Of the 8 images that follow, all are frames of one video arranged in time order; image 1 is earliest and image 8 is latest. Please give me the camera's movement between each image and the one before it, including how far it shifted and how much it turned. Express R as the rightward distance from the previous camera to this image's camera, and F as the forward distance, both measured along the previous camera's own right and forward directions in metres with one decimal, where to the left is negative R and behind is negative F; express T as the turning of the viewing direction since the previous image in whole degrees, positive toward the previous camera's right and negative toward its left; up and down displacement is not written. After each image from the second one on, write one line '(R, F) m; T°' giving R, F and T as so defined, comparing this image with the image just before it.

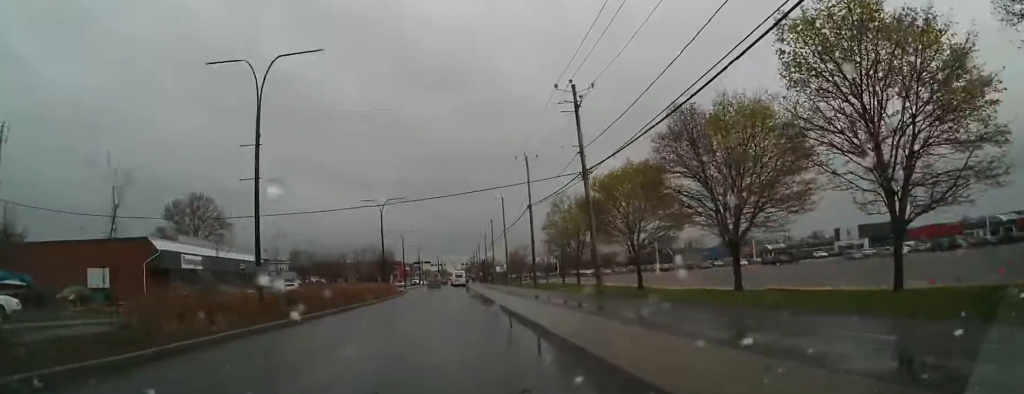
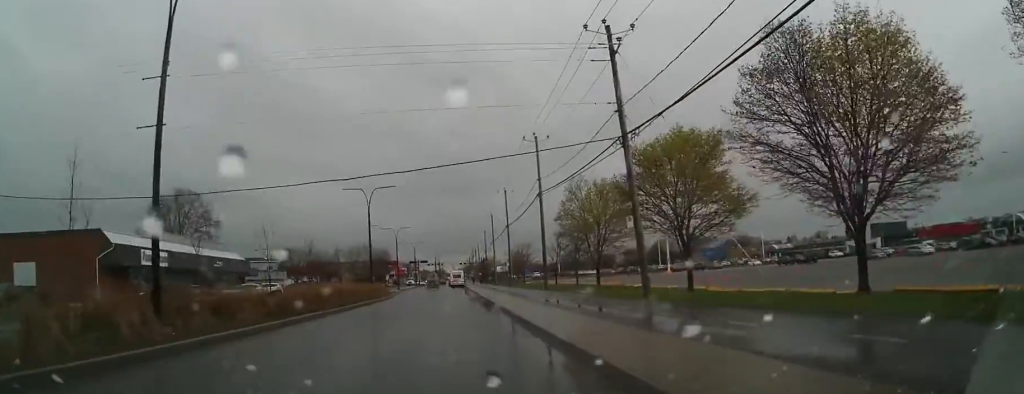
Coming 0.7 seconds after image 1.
(0.0, +8.0) m; -1°
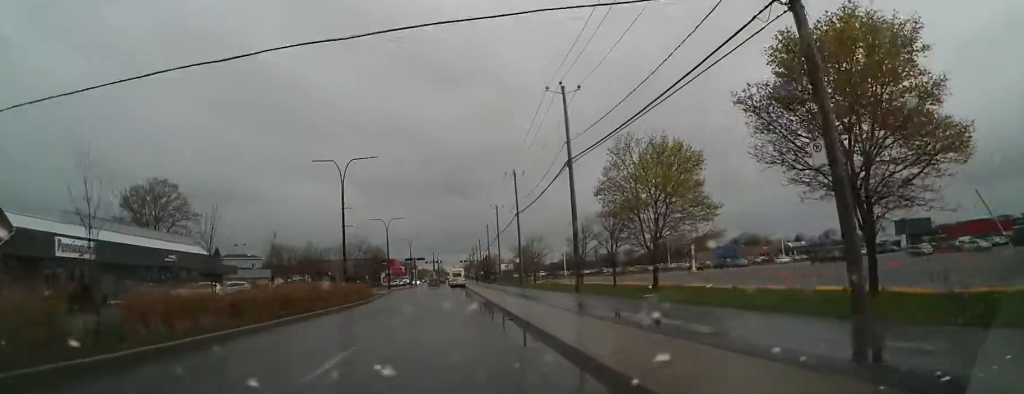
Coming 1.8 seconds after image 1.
(-0.3, +13.4) m; -1°
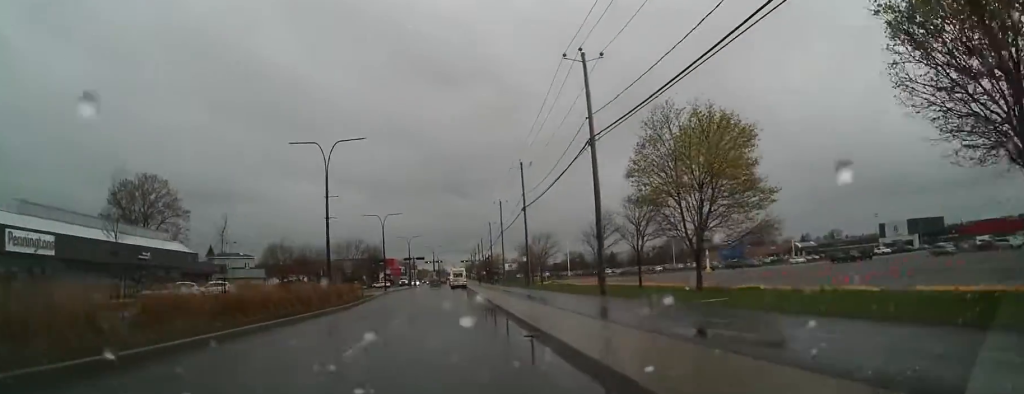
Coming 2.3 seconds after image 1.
(-0.2, +6.1) m; 0°
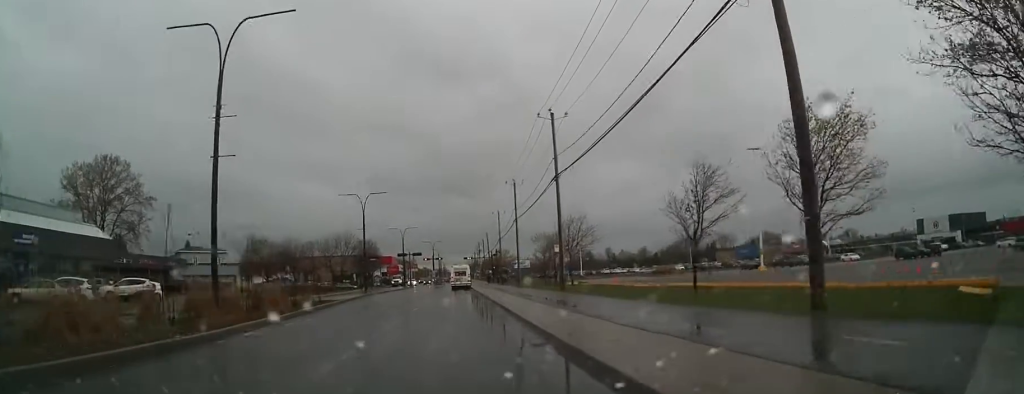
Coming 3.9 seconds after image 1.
(+0.2, +19.1) m; -1°
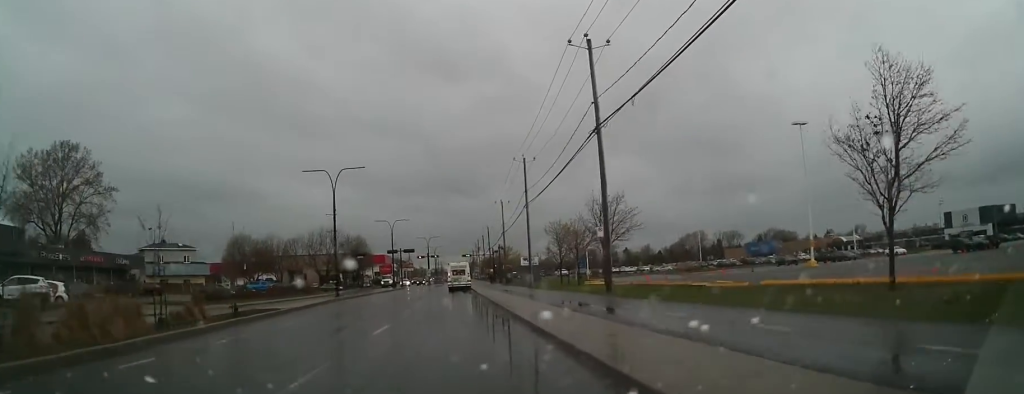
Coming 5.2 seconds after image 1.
(0.0, +14.1) m; 0°
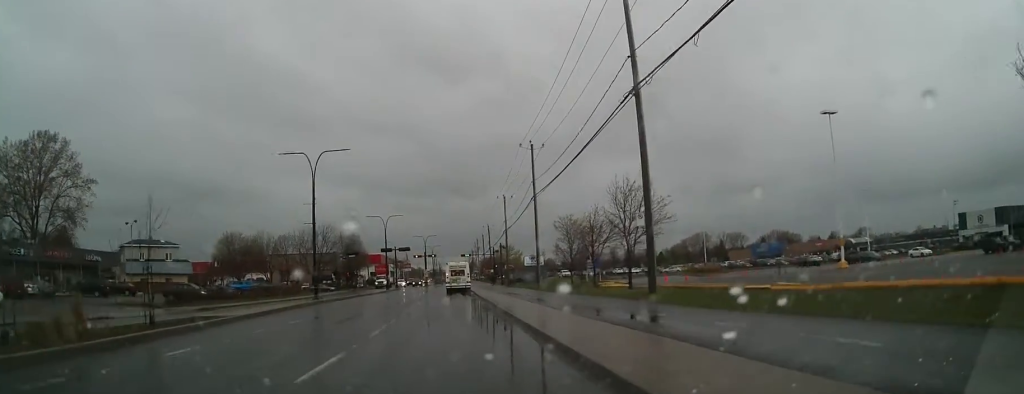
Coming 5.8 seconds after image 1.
(0.0, +6.7) m; +1°
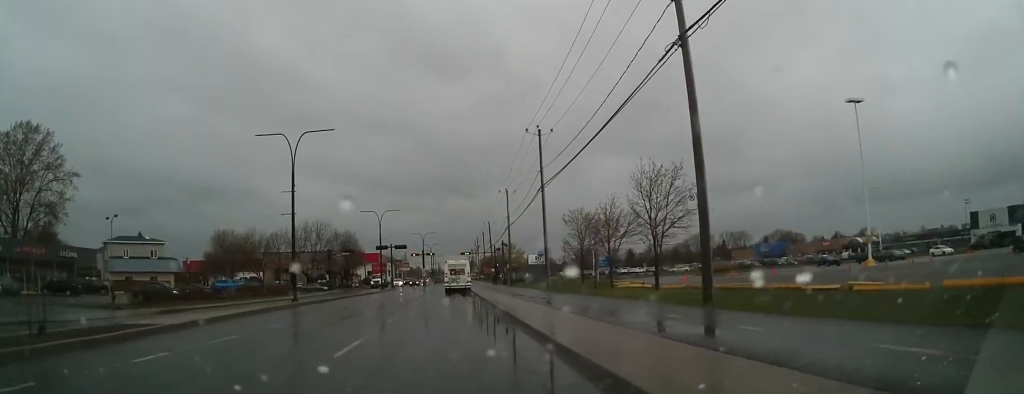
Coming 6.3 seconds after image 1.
(0.0, +5.2) m; +1°
